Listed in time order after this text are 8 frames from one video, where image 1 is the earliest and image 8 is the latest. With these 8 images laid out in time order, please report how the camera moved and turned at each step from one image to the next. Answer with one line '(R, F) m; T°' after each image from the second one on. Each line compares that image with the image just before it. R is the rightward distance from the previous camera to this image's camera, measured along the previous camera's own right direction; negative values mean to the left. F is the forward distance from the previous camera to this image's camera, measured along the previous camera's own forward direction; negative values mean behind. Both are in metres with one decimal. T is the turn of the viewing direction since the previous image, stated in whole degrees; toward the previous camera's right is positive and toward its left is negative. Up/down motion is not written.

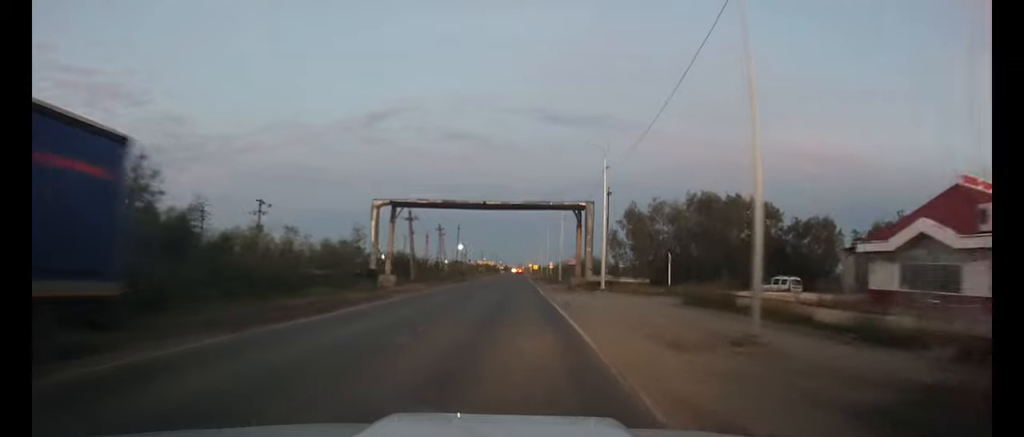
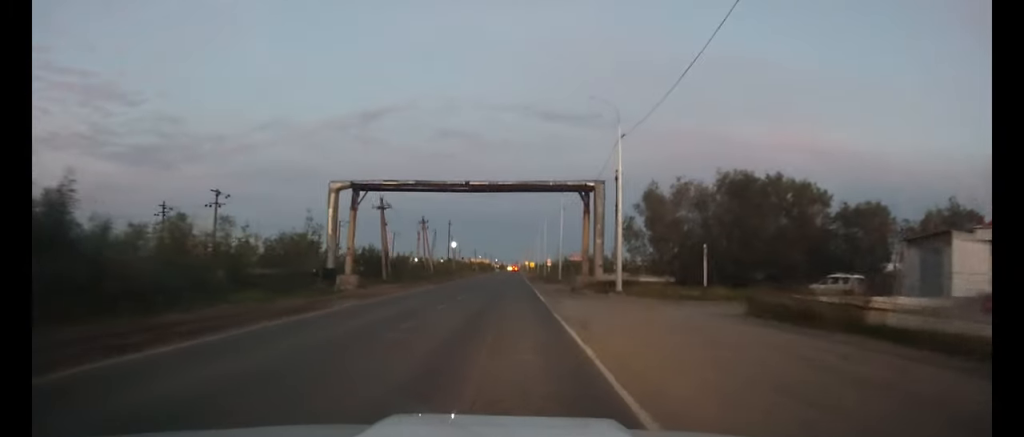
(0.0, +9.6) m; 0°
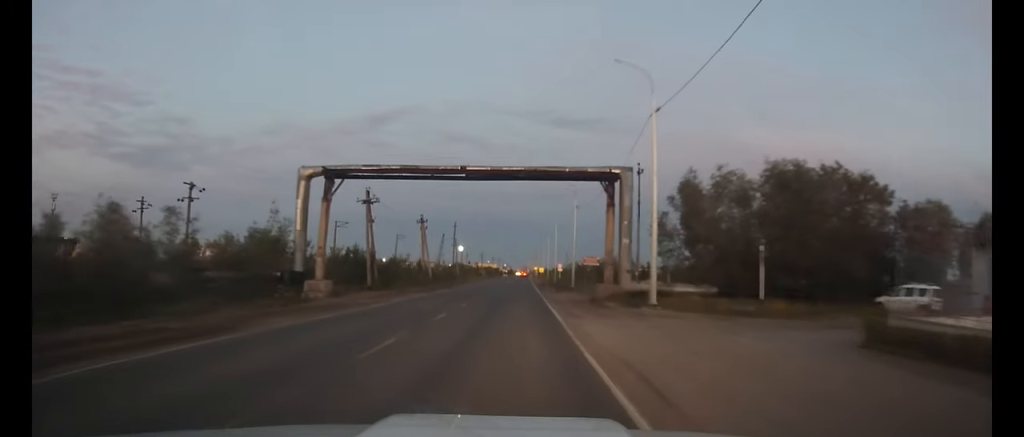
(0.0, +7.1) m; 0°
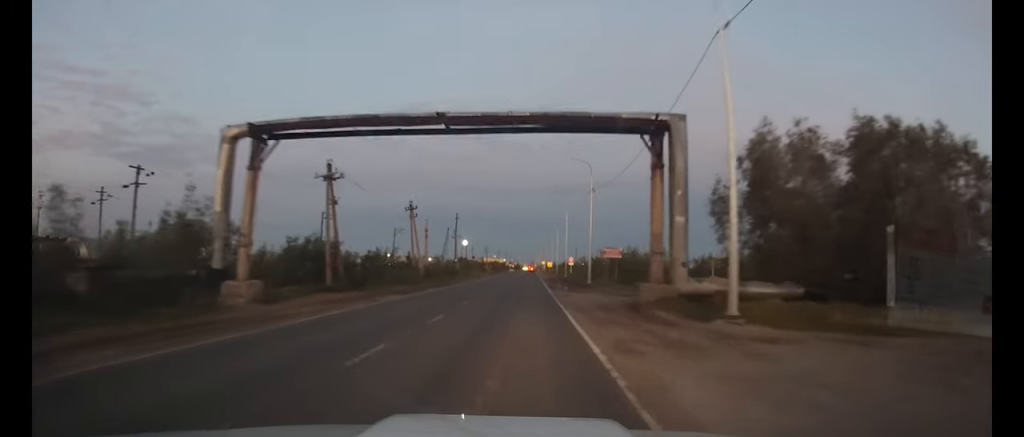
(0.0, +9.8) m; -1°
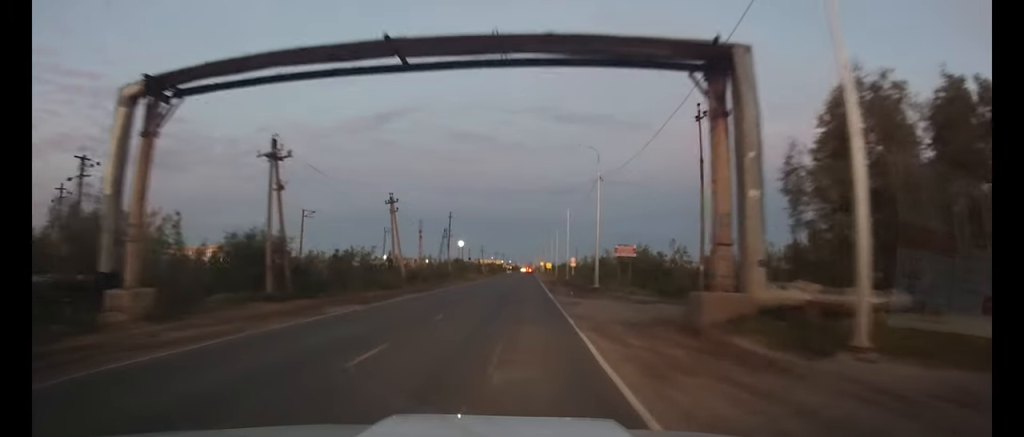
(-0.1, +7.3) m; 0°
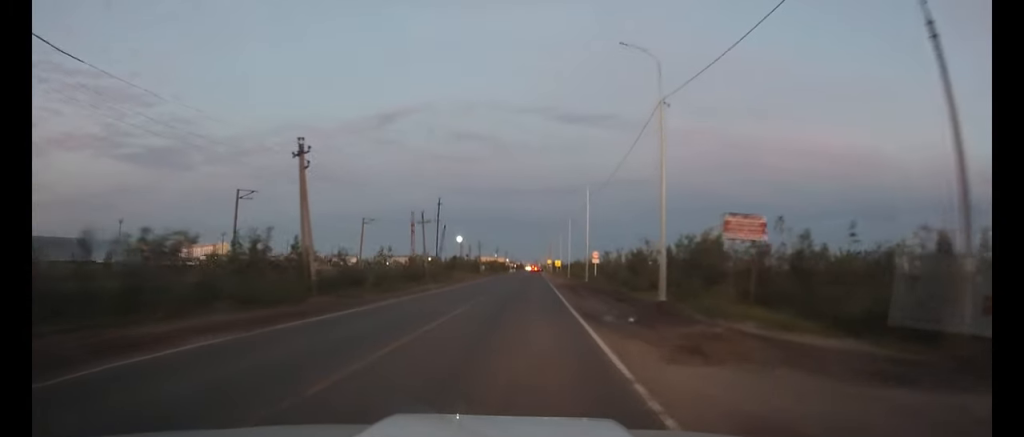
(+0.1, +21.4) m; 0°
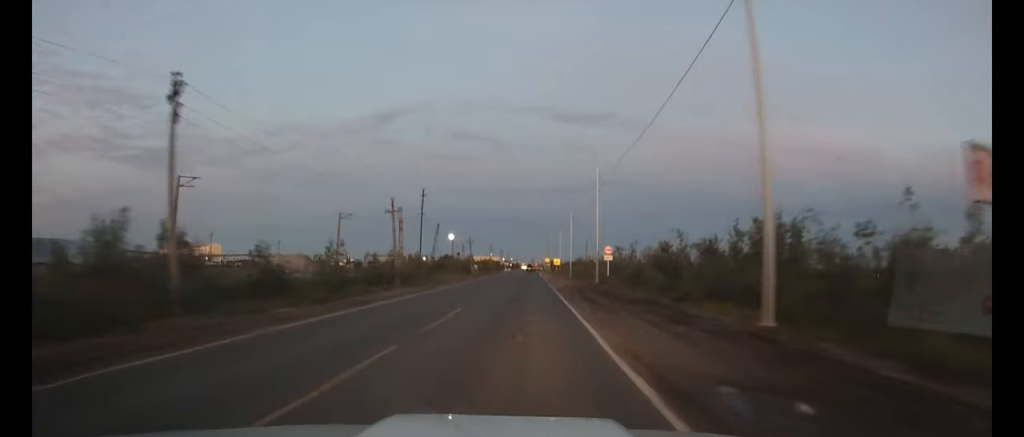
(0.0, +11.6) m; 0°
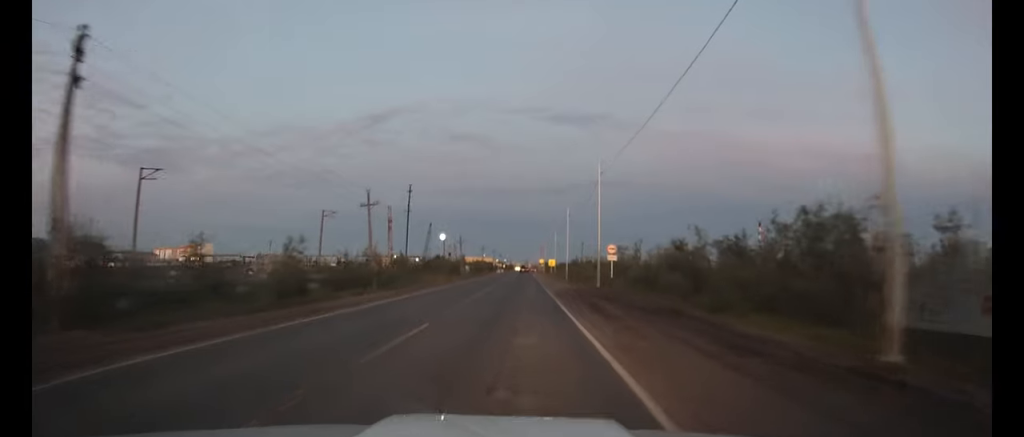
(0.0, +5.4) m; 0°
